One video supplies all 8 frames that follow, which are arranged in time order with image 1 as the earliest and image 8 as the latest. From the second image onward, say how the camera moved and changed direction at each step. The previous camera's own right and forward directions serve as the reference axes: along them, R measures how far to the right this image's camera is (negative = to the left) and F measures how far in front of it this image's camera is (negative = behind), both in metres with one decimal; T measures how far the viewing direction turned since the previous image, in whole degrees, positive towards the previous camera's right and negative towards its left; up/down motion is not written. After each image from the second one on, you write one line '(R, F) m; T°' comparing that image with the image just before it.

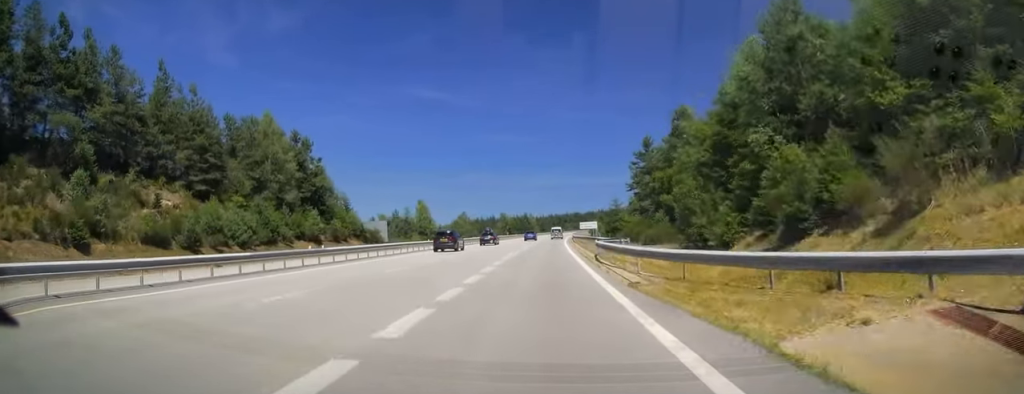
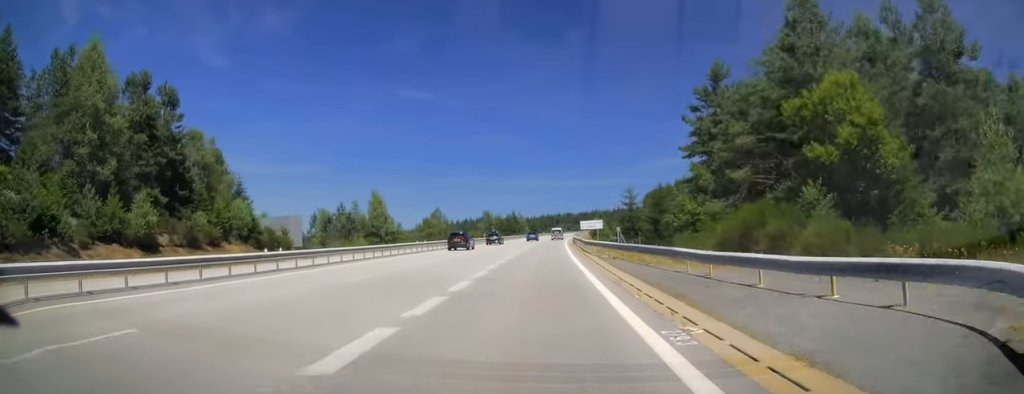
(+0.4, +32.3) m; +1°
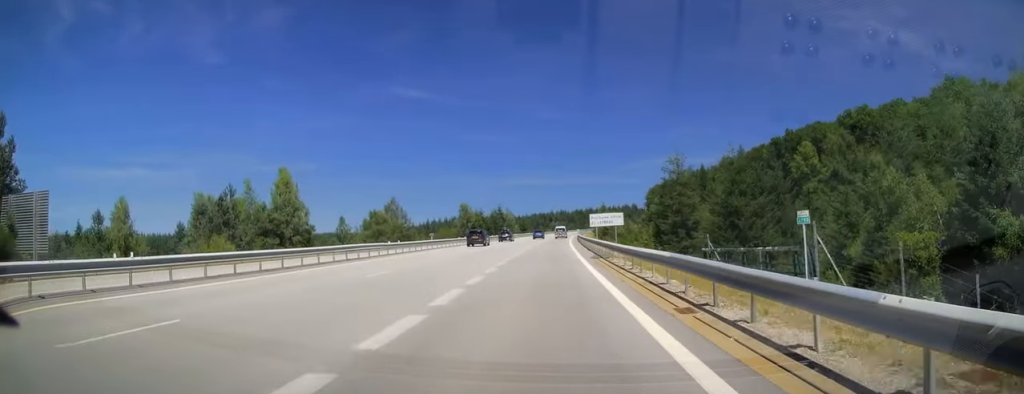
(0.0, +37.7) m; +1°
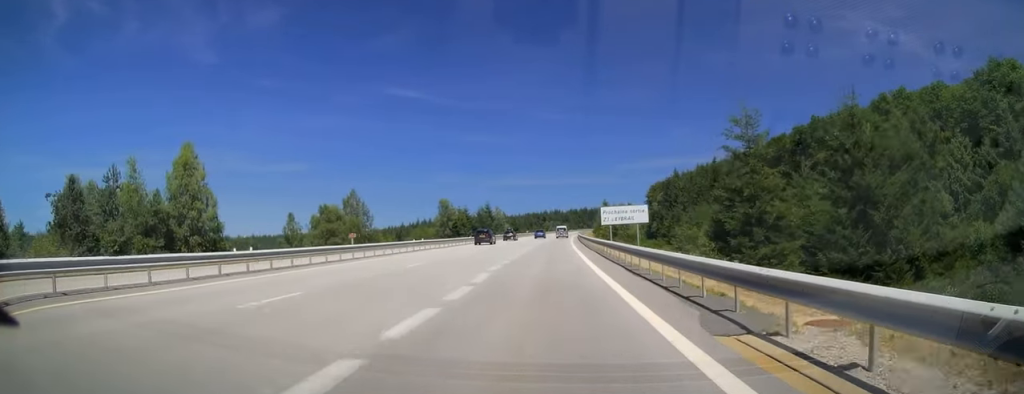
(+0.3, +21.1) m; +1°
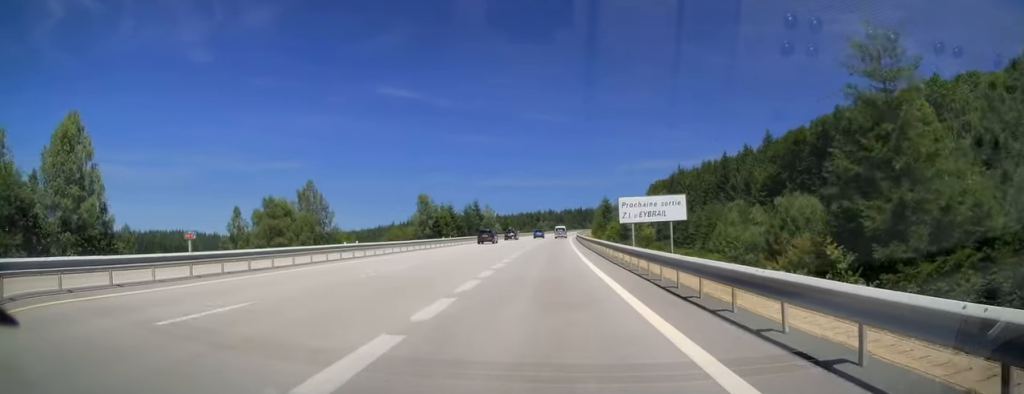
(+0.1, +15.8) m; 0°
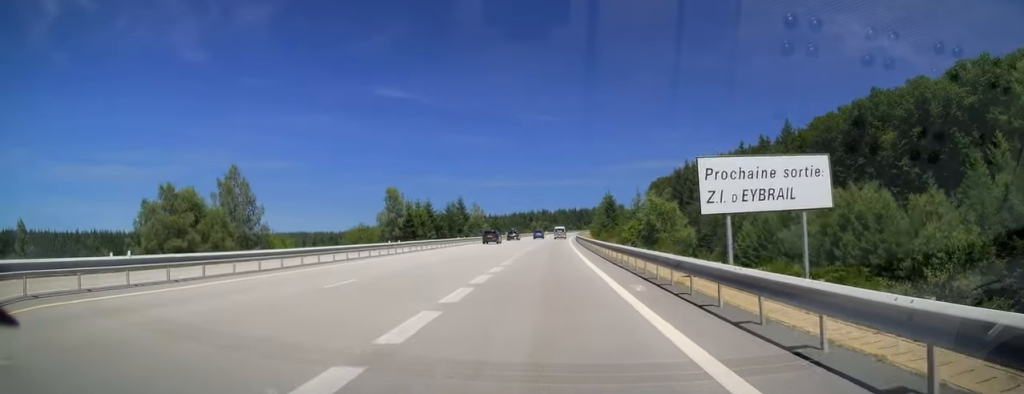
(0.0, +19.2) m; 0°
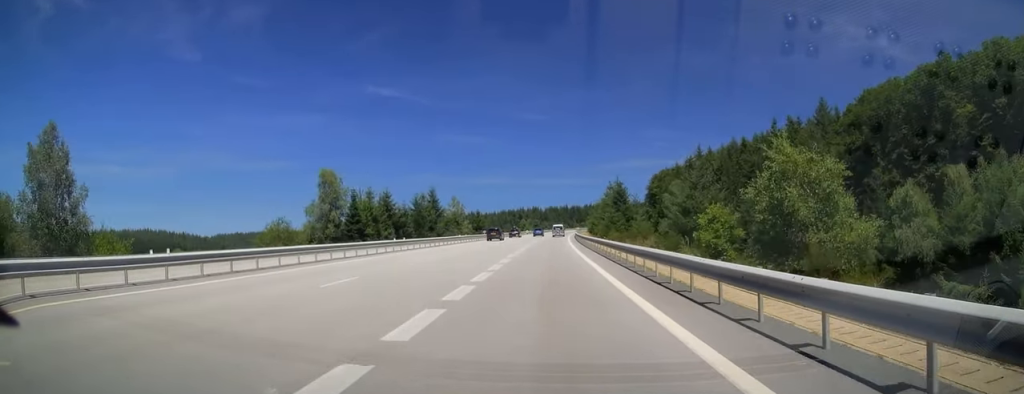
(+0.2, +25.9) m; +1°
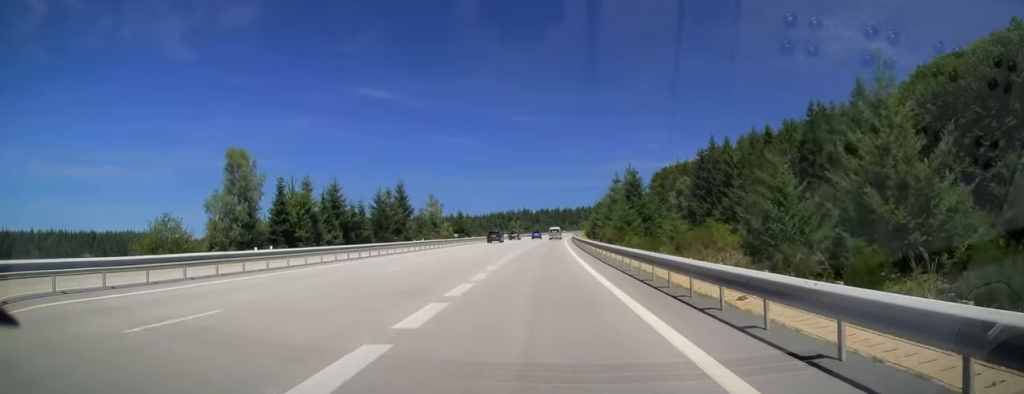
(+0.1, +20.6) m; +1°
